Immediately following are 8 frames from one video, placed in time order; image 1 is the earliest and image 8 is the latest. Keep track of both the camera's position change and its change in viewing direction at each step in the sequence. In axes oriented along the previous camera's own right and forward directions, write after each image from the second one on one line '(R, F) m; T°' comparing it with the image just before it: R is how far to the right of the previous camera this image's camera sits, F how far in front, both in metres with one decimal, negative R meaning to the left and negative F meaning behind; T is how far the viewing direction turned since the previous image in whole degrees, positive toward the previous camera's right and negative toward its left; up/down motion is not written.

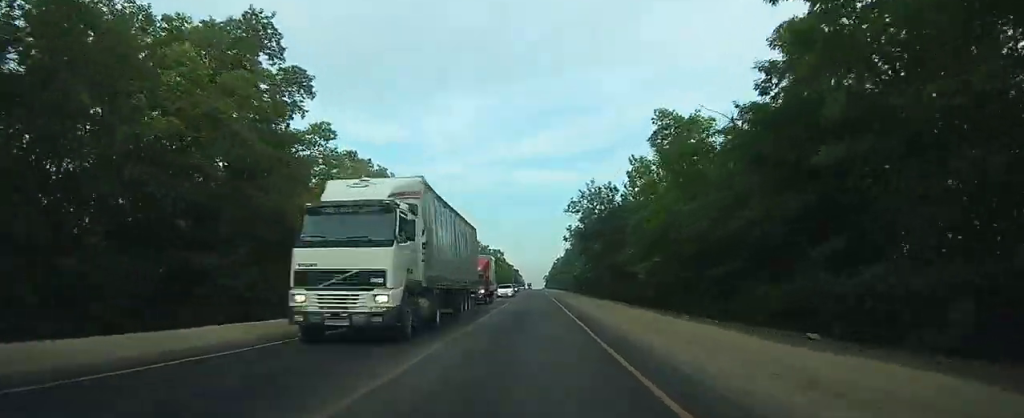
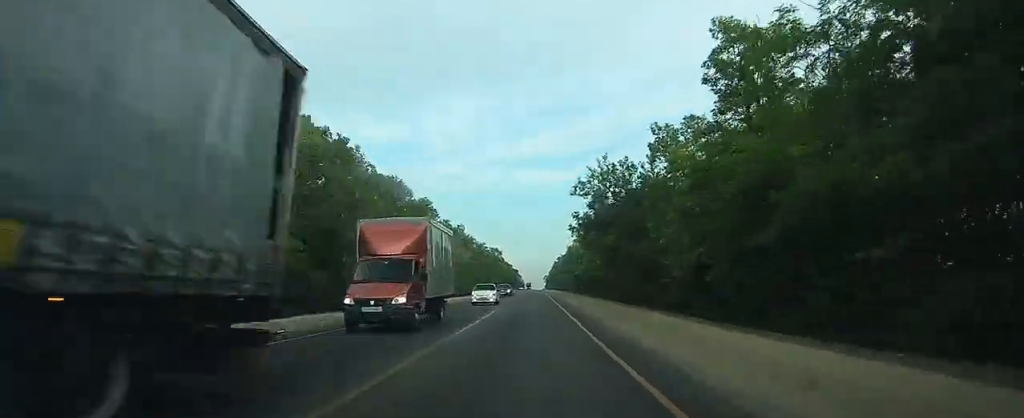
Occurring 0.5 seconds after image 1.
(0.0, +13.4) m; 0°
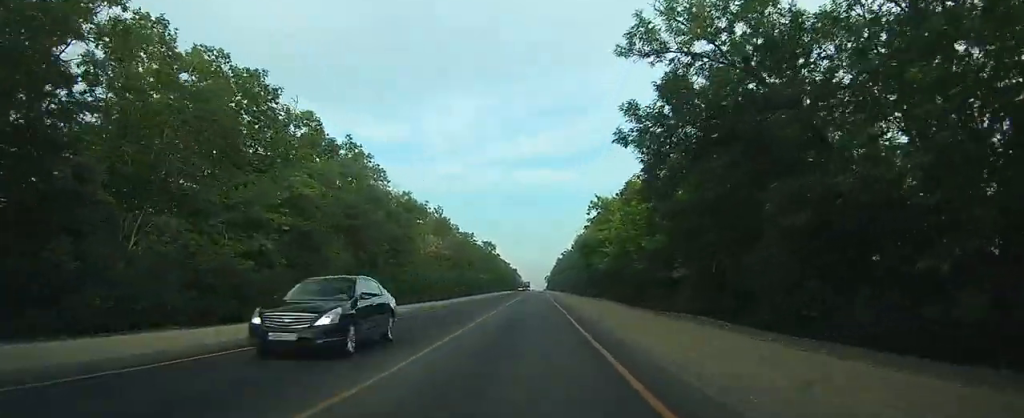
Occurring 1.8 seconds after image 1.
(+0.4, +34.1) m; +1°
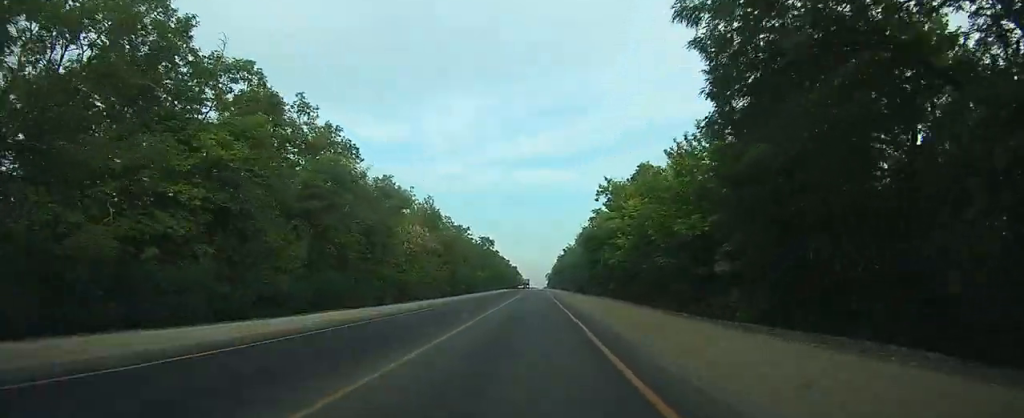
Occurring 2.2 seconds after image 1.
(+0.1, +10.2) m; 0°
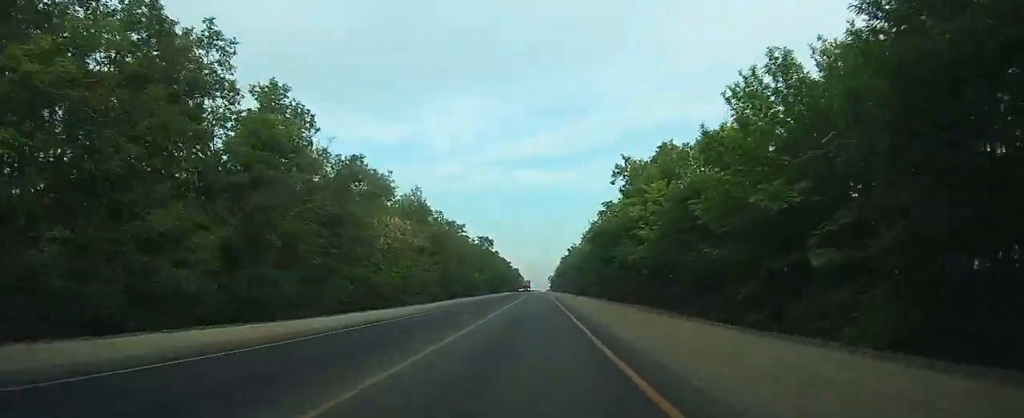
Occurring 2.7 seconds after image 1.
(0.0, +11.6) m; 0°
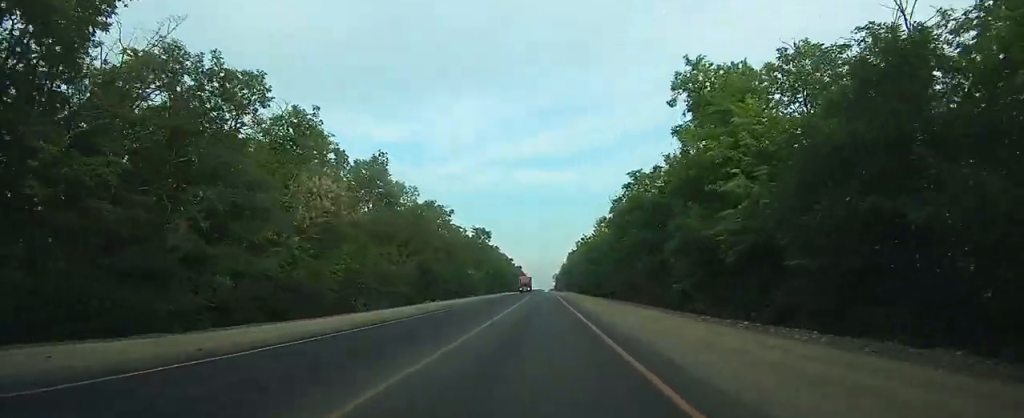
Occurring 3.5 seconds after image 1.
(-0.2, +20.8) m; -1°
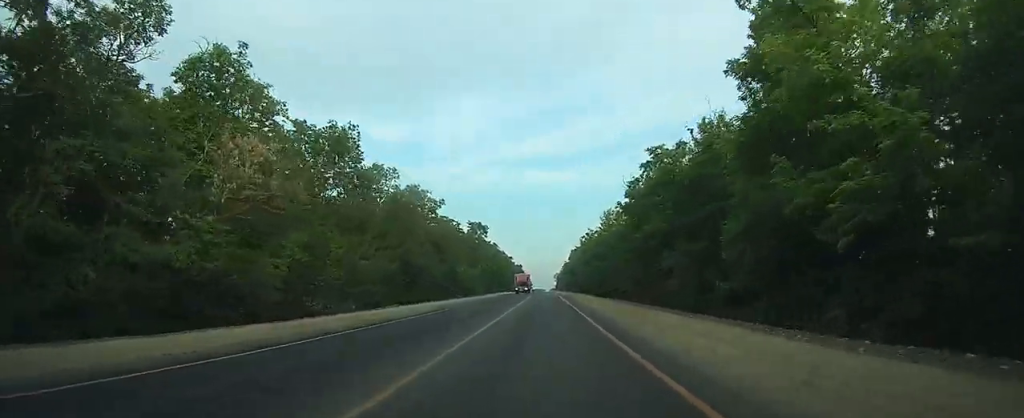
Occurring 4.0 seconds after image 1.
(0.0, +10.0) m; 0°
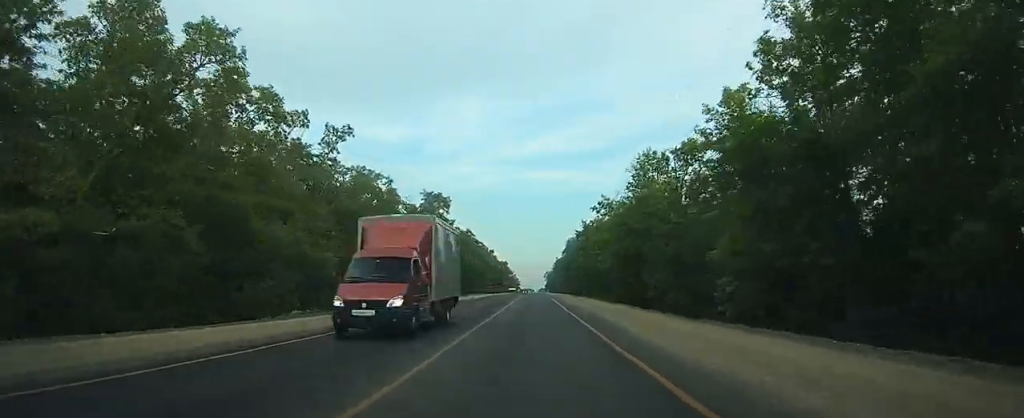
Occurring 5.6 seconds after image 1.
(0.0, +37.3) m; 0°
